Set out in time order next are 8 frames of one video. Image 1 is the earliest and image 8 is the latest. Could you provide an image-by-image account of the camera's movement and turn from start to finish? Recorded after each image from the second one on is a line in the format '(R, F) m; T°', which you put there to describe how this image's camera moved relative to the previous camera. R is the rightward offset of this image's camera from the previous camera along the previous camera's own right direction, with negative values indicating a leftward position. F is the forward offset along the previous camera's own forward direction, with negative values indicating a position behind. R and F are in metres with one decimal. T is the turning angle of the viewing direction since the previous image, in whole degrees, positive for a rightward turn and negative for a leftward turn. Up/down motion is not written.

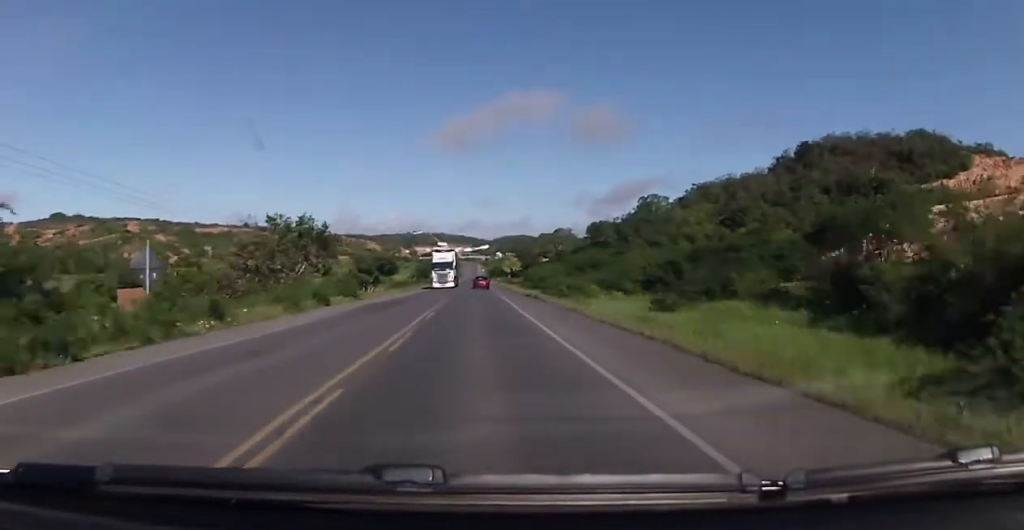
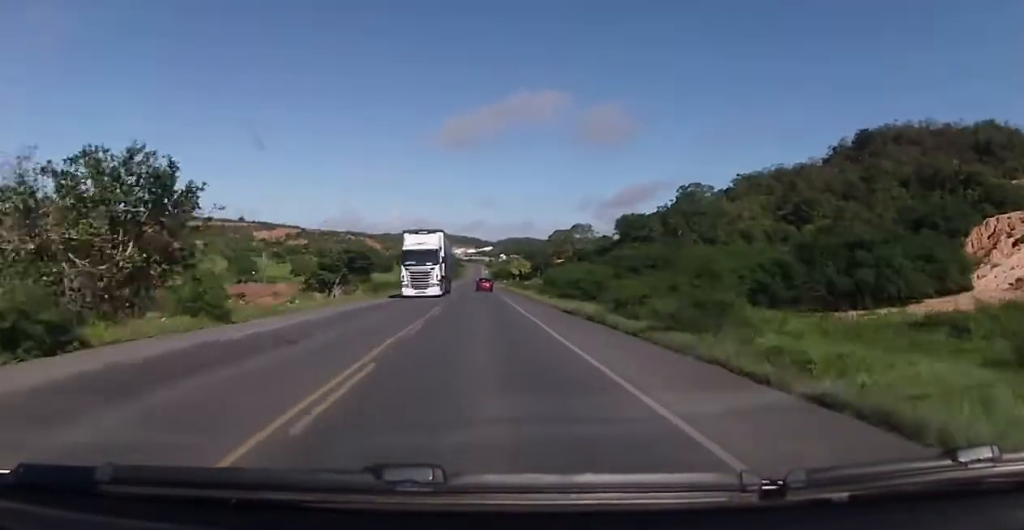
(+0.1, +22.2) m; 0°
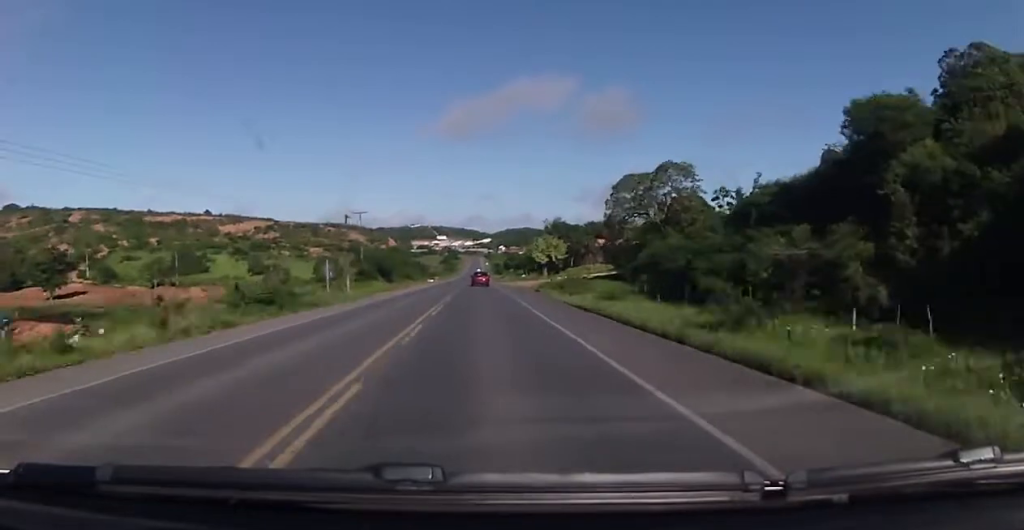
(+0.3, +65.4) m; +1°
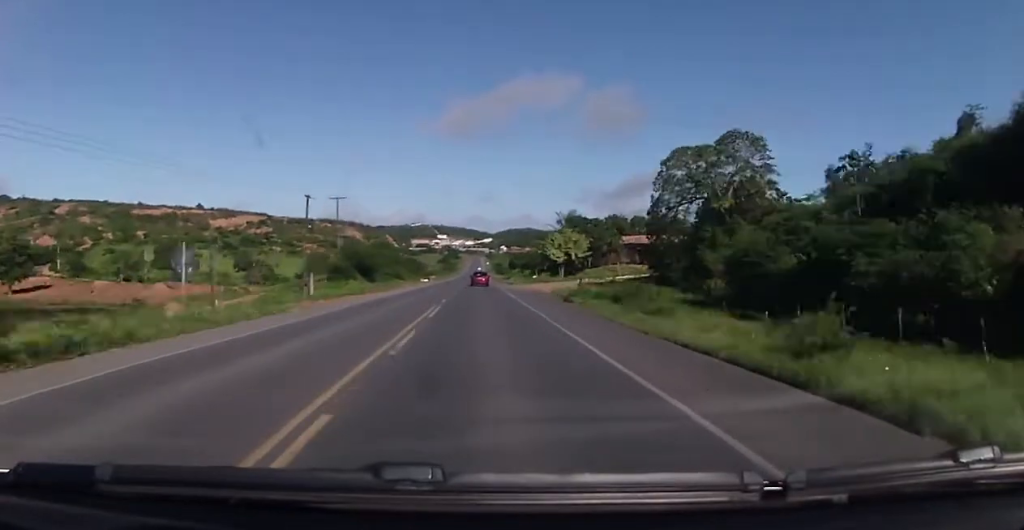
(+0.1, +17.9) m; 0°
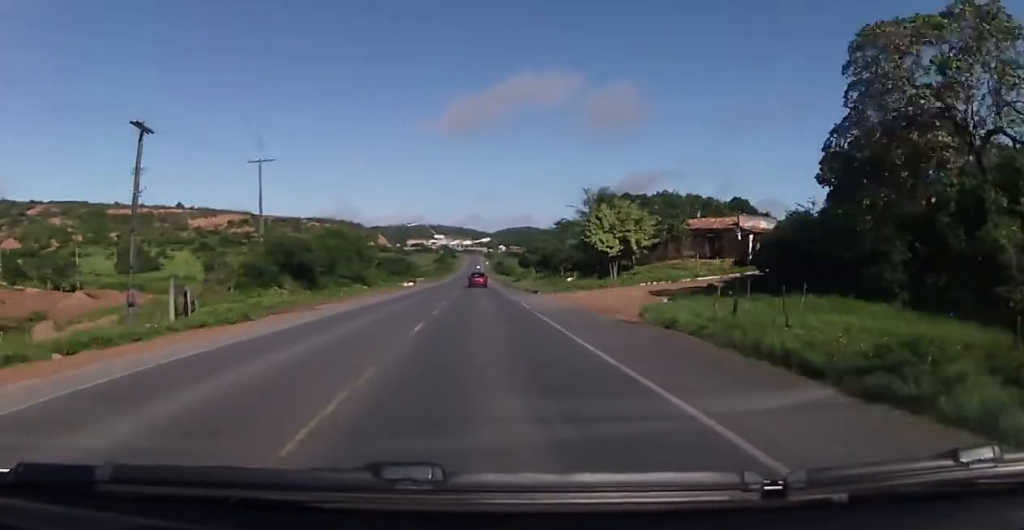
(+0.1, +29.5) m; 0°
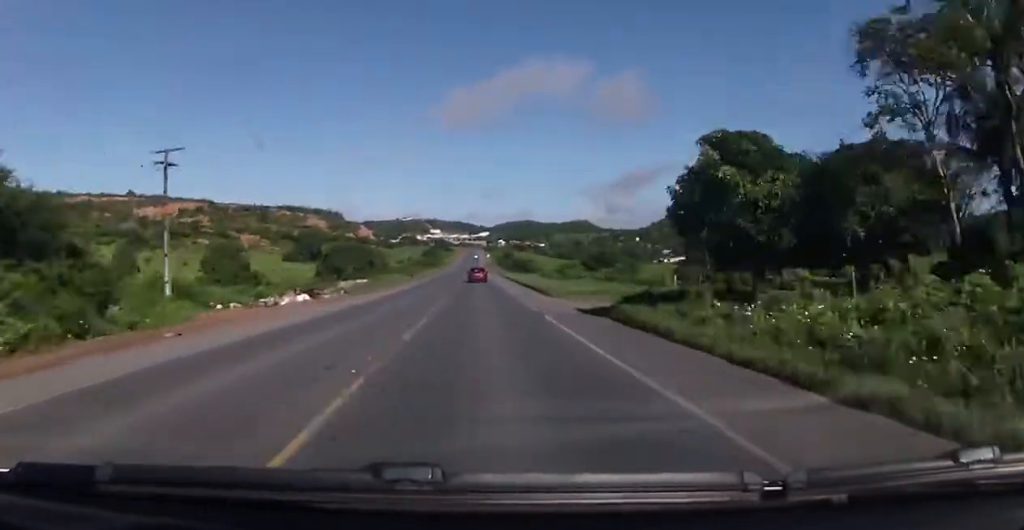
(+0.2, +66.5) m; +1°
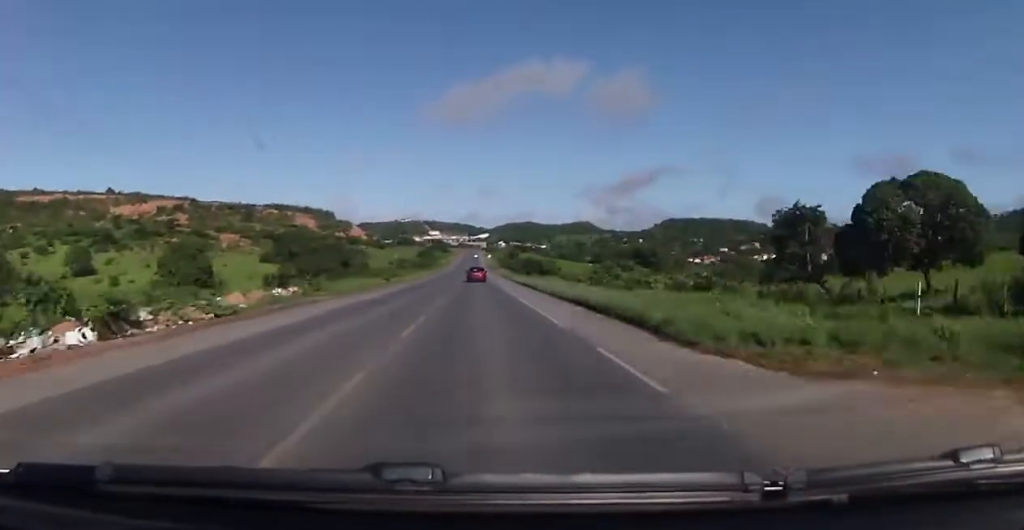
(+0.3, +24.1) m; 0°
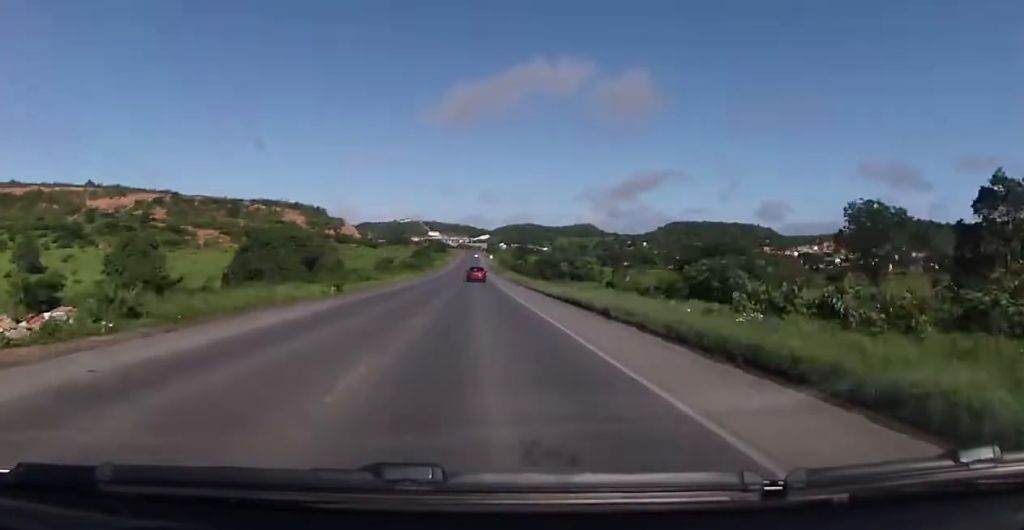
(-0.2, +22.7) m; 0°
